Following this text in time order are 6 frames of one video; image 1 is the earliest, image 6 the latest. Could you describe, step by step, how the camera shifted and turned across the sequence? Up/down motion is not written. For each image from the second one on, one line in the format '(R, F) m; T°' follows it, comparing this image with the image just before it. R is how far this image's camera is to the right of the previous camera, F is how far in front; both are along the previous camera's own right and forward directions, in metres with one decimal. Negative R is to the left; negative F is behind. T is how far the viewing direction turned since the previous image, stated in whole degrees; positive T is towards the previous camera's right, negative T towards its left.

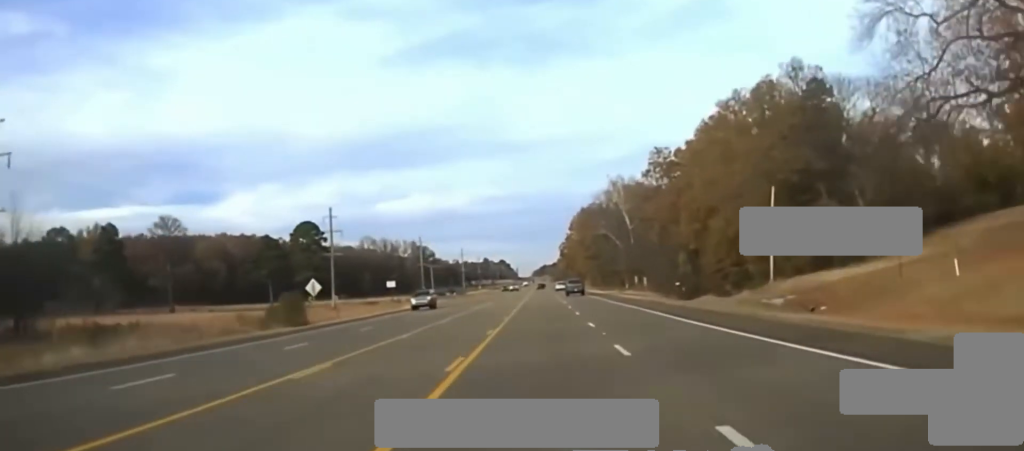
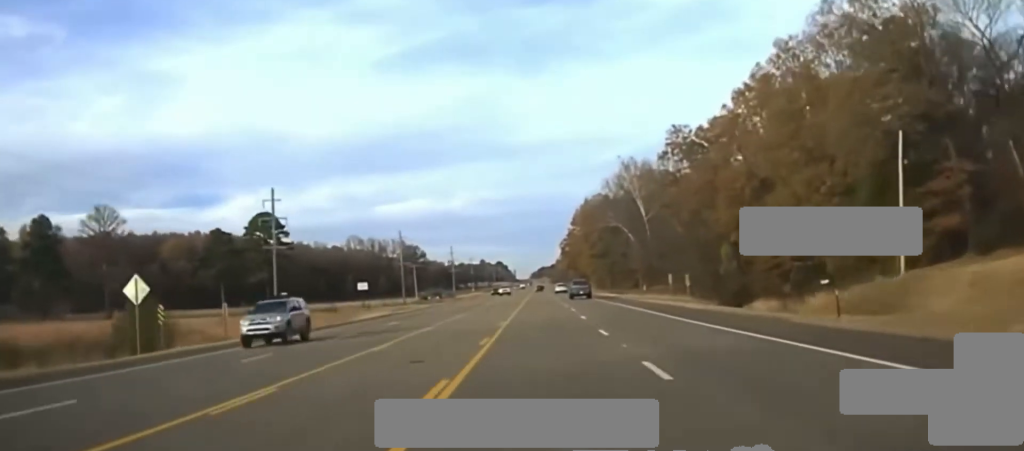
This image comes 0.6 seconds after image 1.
(-0.1, +28.9) m; 0°
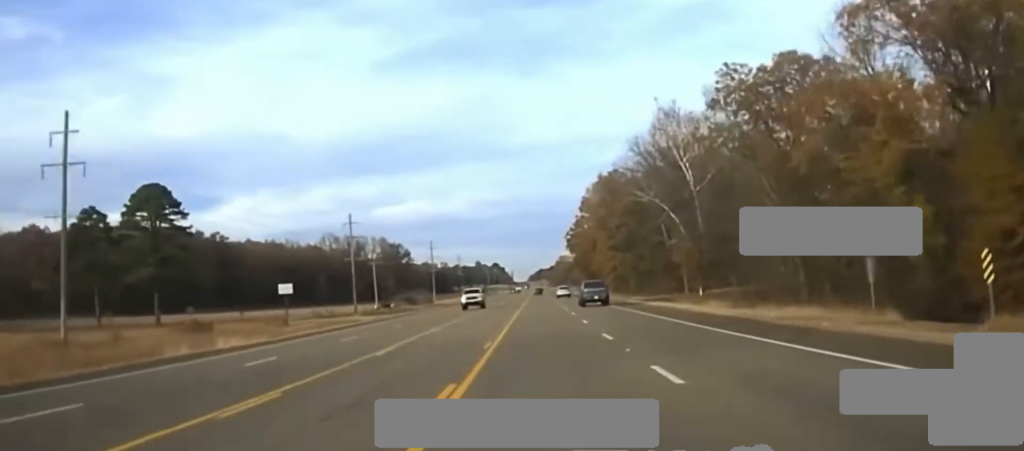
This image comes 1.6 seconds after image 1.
(+0.3, +48.7) m; 0°
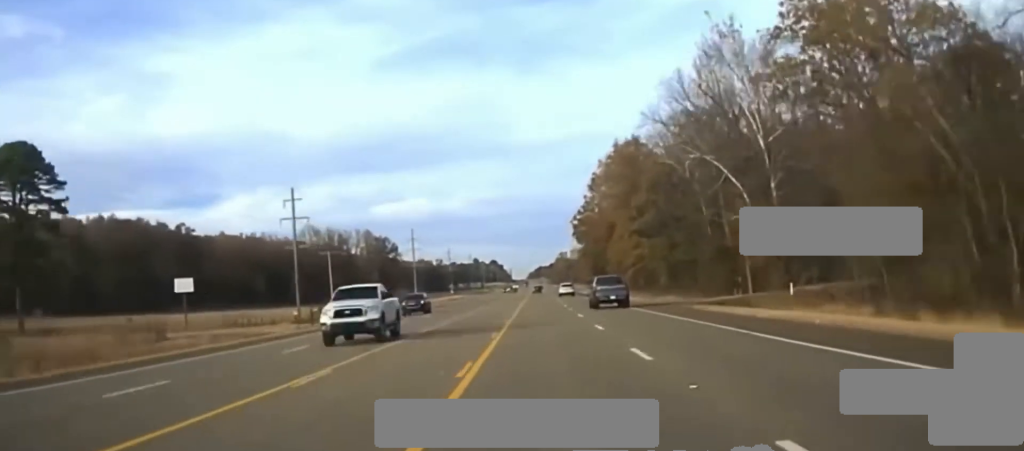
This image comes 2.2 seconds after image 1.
(-0.3, +31.0) m; 0°
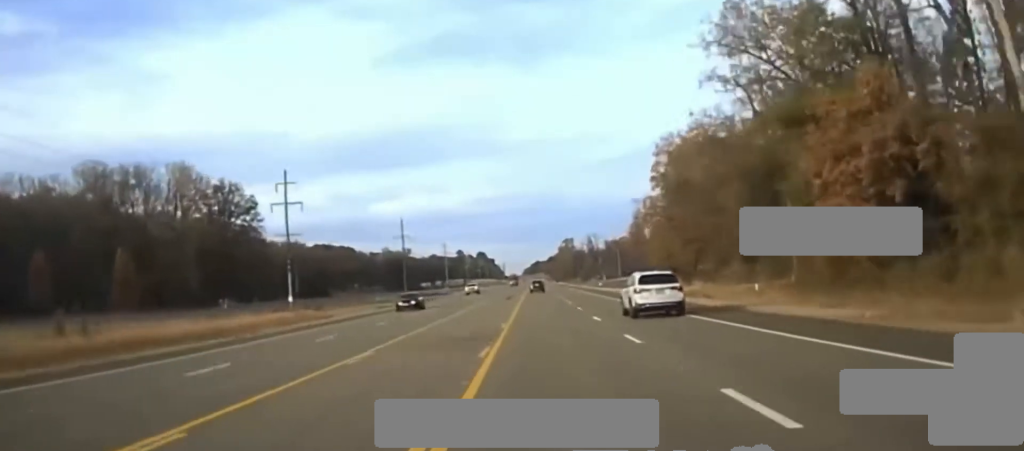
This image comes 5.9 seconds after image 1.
(+0.8, +177.6) m; 0°
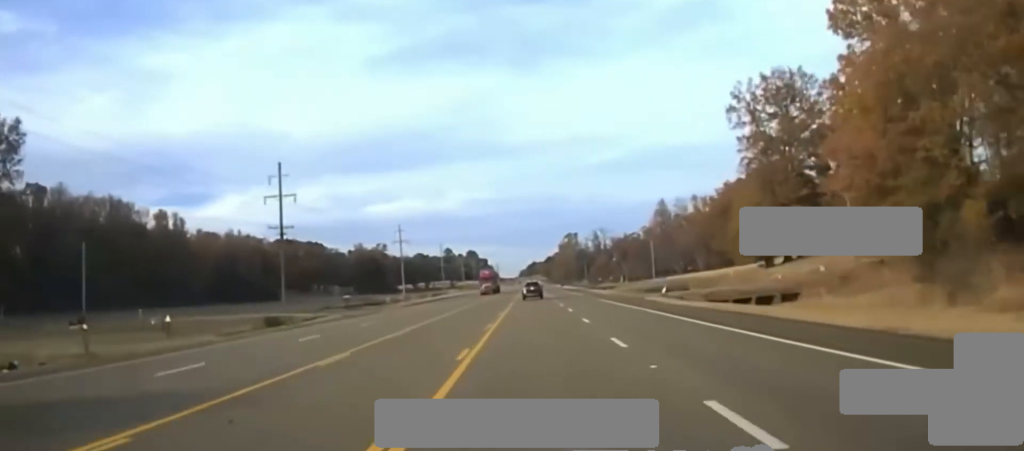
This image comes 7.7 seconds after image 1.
(+0.4, +85.4) m; +1°
